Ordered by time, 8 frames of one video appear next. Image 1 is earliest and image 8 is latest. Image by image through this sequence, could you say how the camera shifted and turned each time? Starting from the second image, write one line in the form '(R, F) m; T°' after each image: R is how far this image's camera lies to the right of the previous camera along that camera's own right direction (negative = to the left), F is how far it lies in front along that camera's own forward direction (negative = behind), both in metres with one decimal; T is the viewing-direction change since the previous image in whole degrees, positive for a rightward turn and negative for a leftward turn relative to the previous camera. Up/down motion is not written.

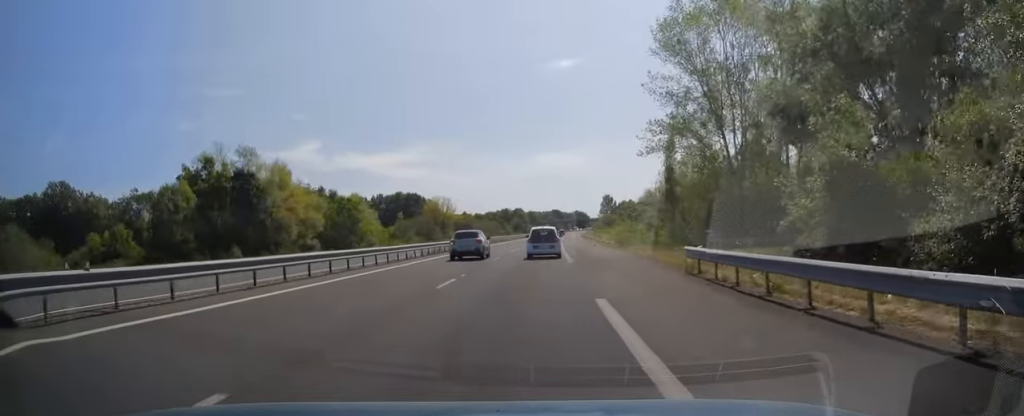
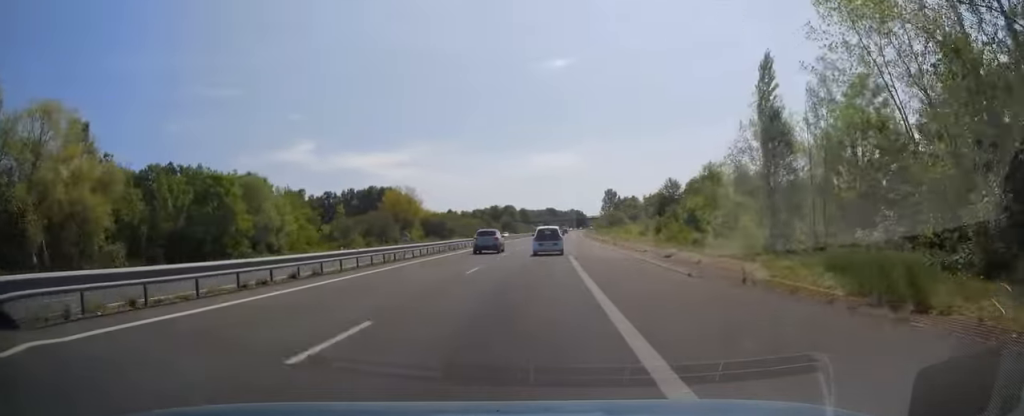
(+0.6, +34.9) m; +1°
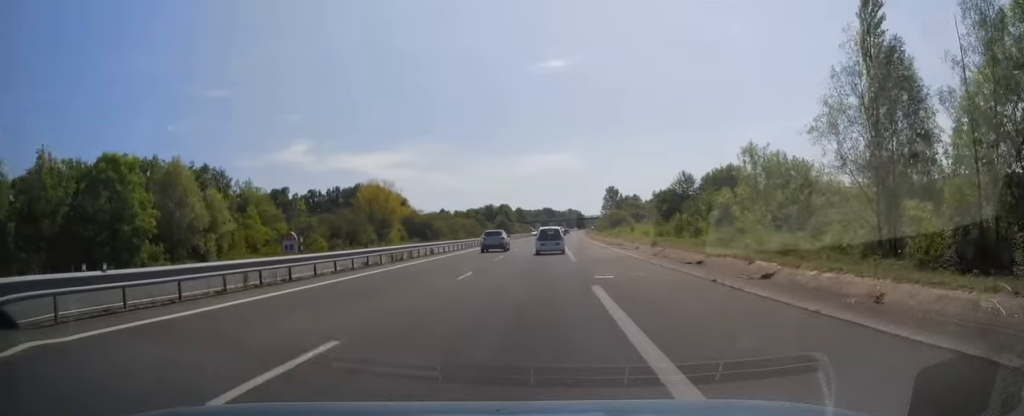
(+0.2, +14.8) m; 0°
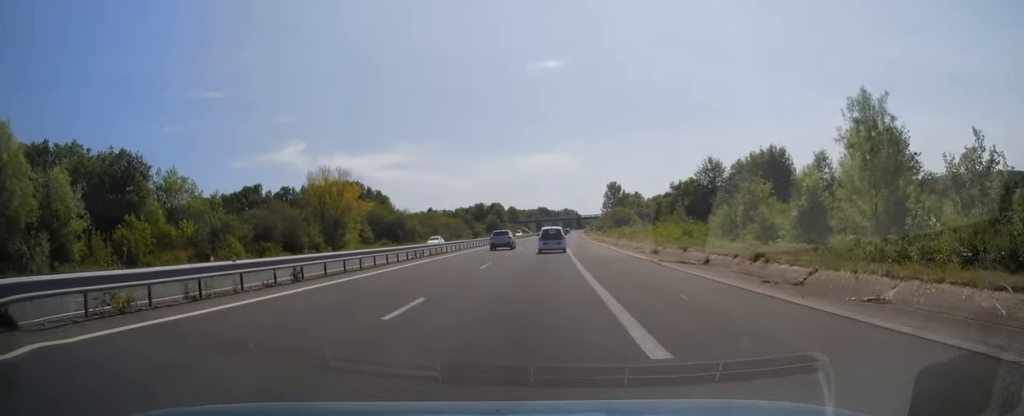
(-0.3, +21.1) m; 0°
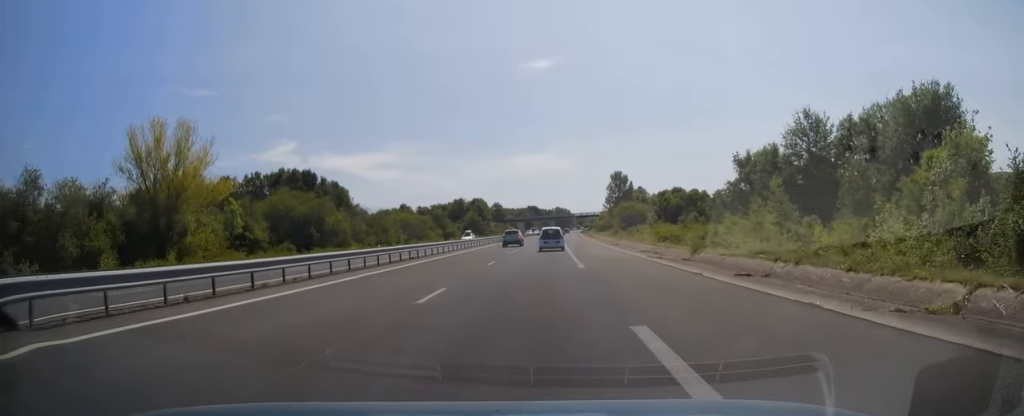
(+0.3, +37.4) m; +2°
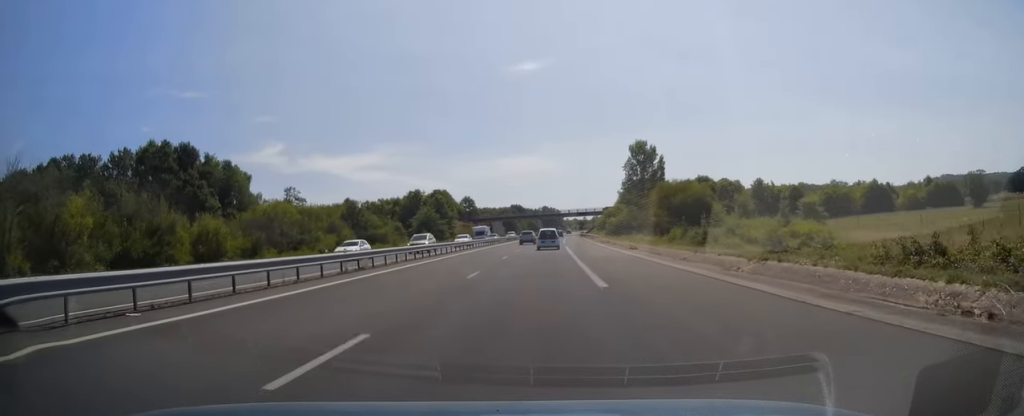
(+1.1, +59.0) m; +1°
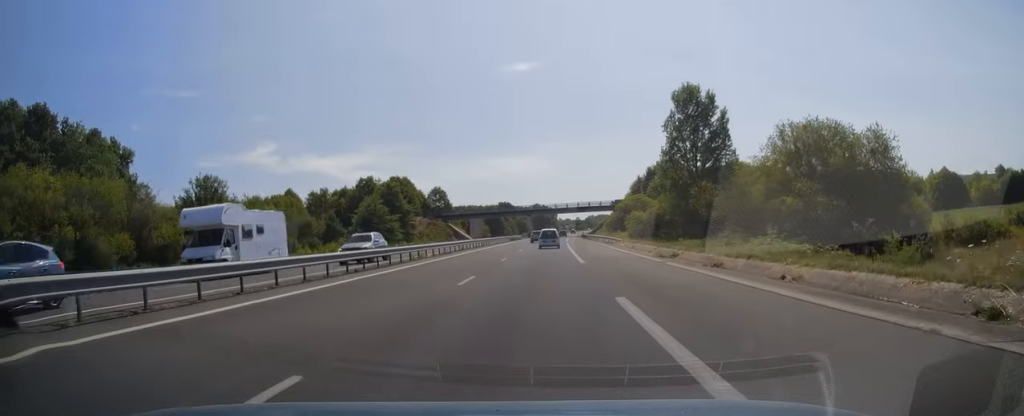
(0.0, +41.8) m; 0°
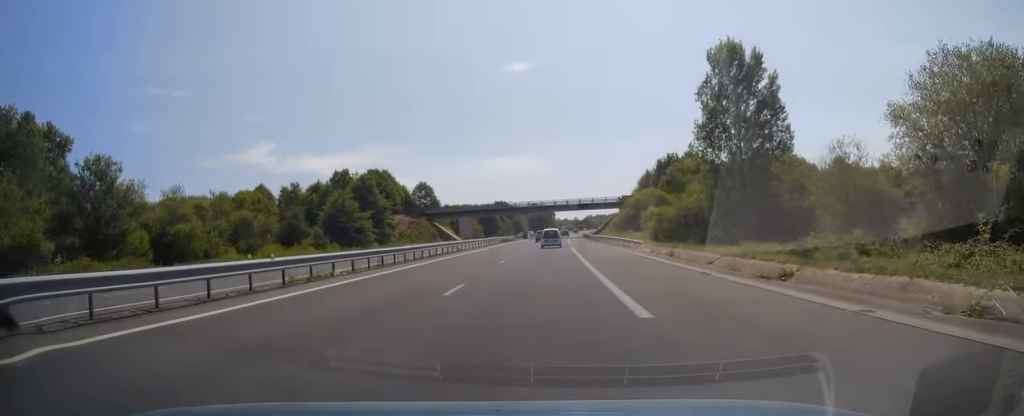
(-0.1, +15.7) m; 0°
